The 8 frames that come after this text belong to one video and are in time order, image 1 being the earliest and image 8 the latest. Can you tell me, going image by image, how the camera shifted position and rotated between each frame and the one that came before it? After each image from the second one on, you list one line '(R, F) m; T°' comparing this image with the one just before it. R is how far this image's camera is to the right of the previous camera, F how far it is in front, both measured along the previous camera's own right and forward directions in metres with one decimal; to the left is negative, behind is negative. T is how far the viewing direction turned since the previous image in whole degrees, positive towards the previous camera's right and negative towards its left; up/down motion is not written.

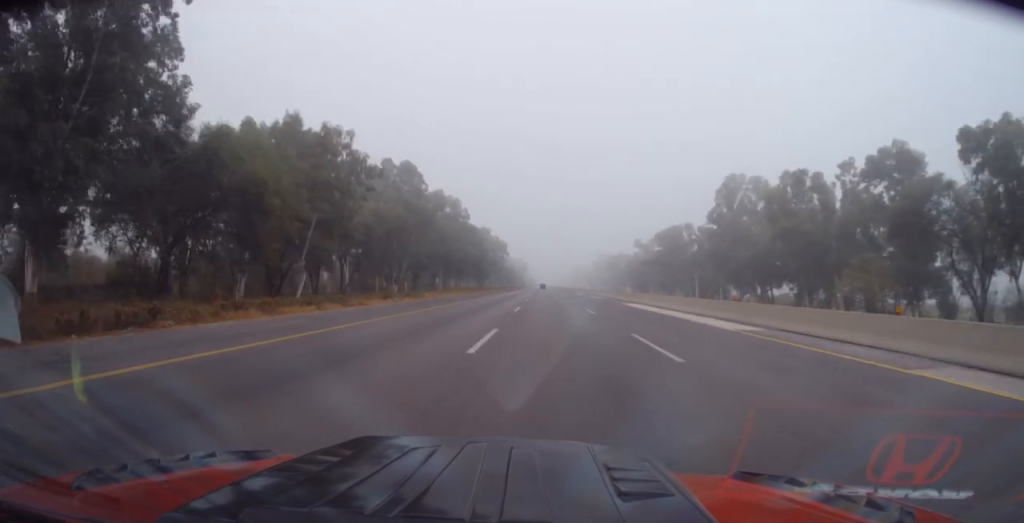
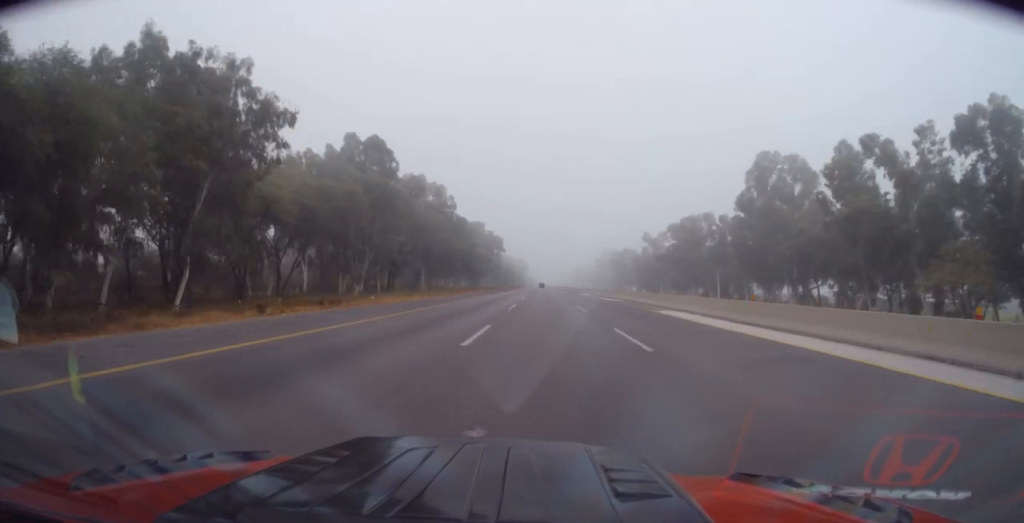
(0.0, +16.5) m; 0°
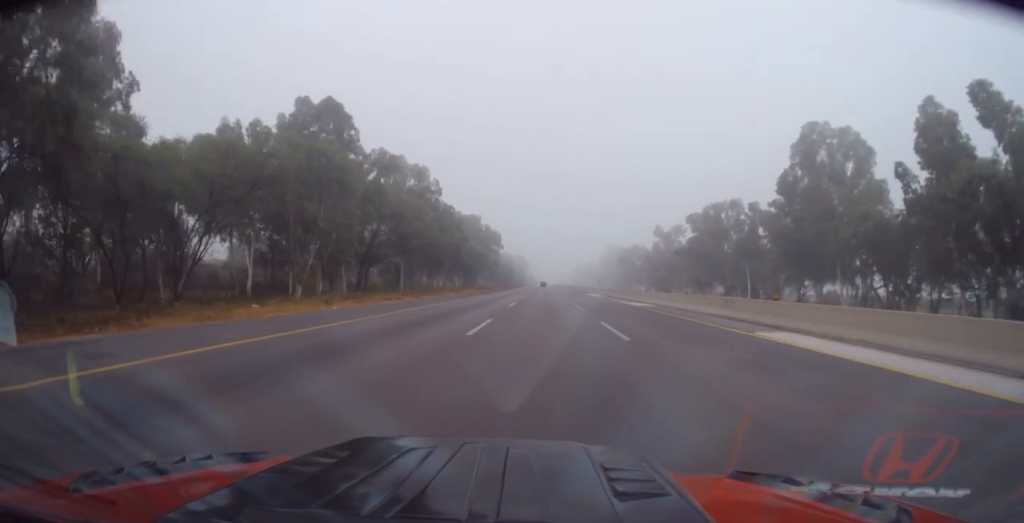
(0.0, +15.9) m; 0°
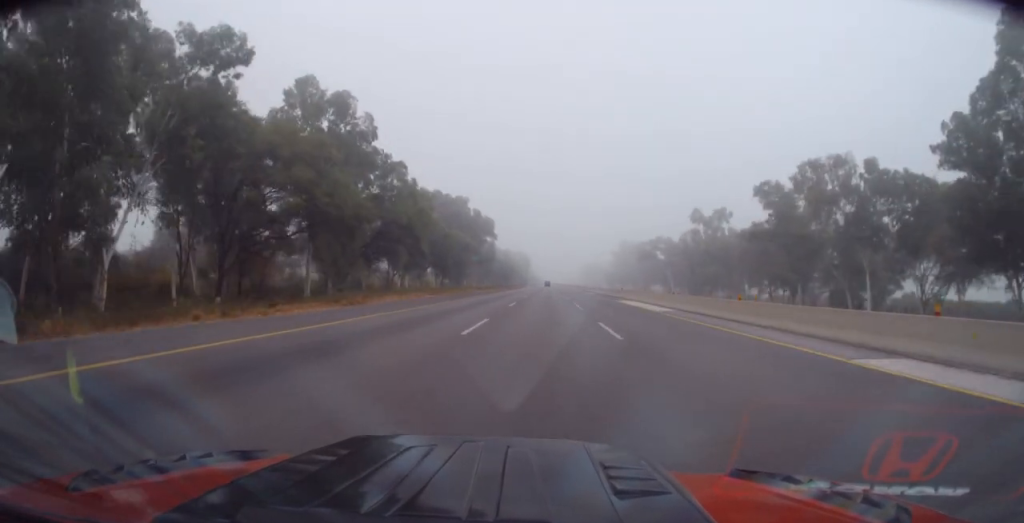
(-0.7, +35.5) m; -1°
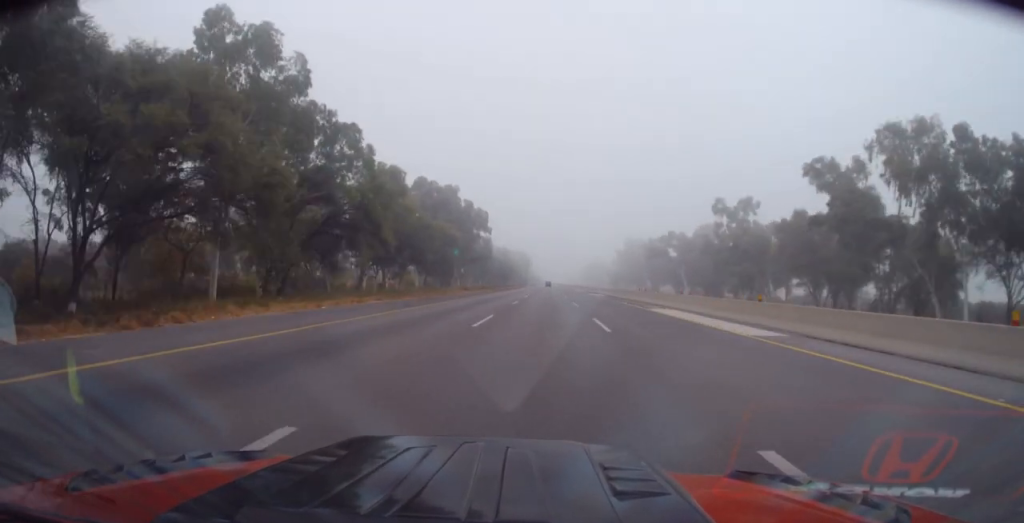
(+0.4, +15.5) m; 0°
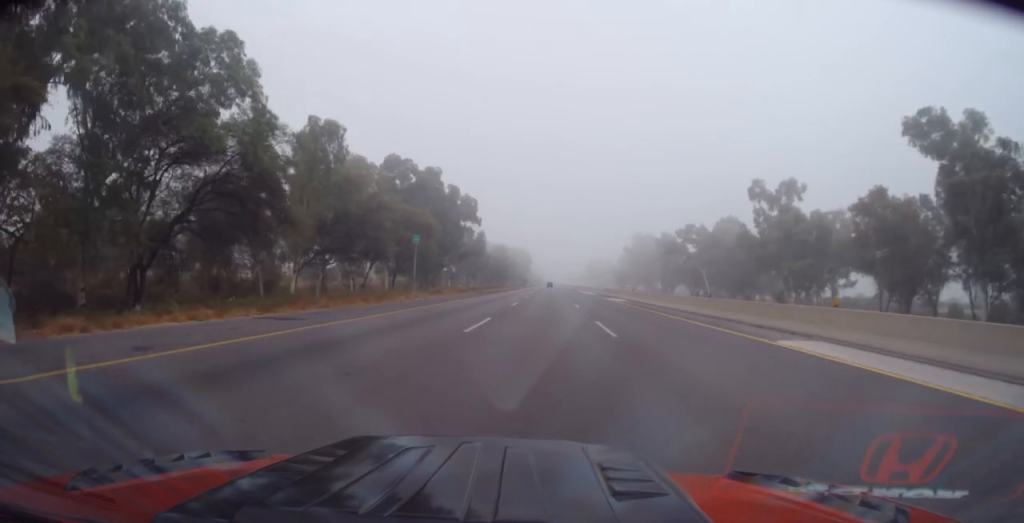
(-0.1, +19.2) m; -1°
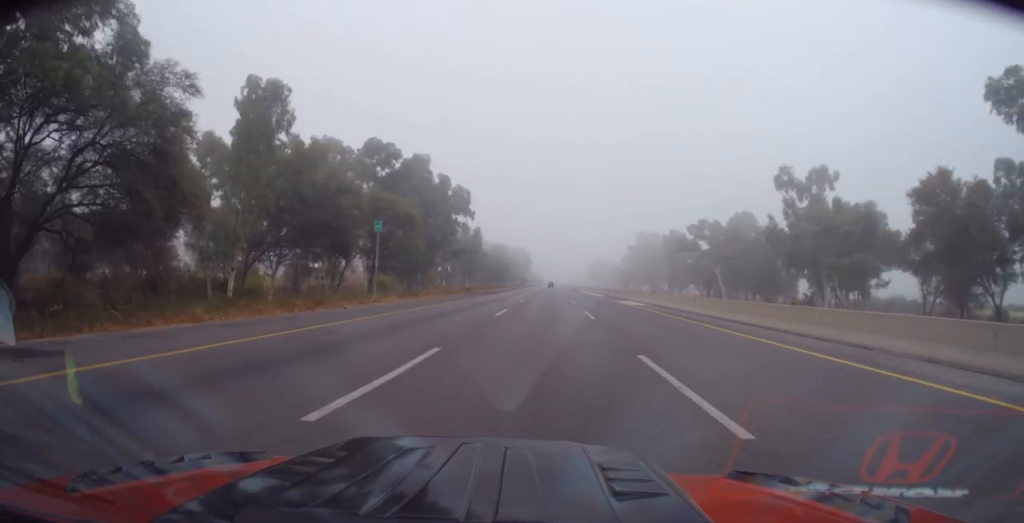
(-0.1, +10.0) m; 0°
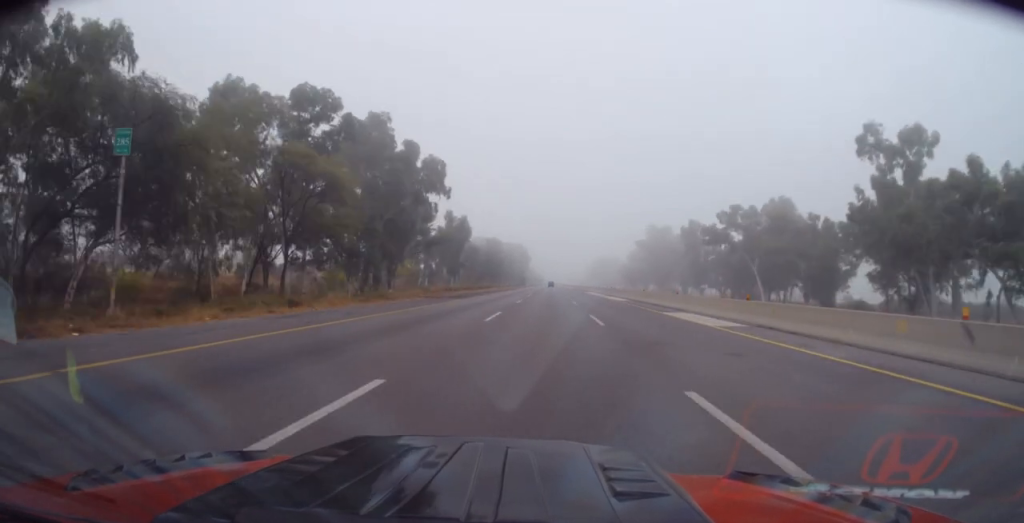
(+0.1, +21.8) m; +1°
